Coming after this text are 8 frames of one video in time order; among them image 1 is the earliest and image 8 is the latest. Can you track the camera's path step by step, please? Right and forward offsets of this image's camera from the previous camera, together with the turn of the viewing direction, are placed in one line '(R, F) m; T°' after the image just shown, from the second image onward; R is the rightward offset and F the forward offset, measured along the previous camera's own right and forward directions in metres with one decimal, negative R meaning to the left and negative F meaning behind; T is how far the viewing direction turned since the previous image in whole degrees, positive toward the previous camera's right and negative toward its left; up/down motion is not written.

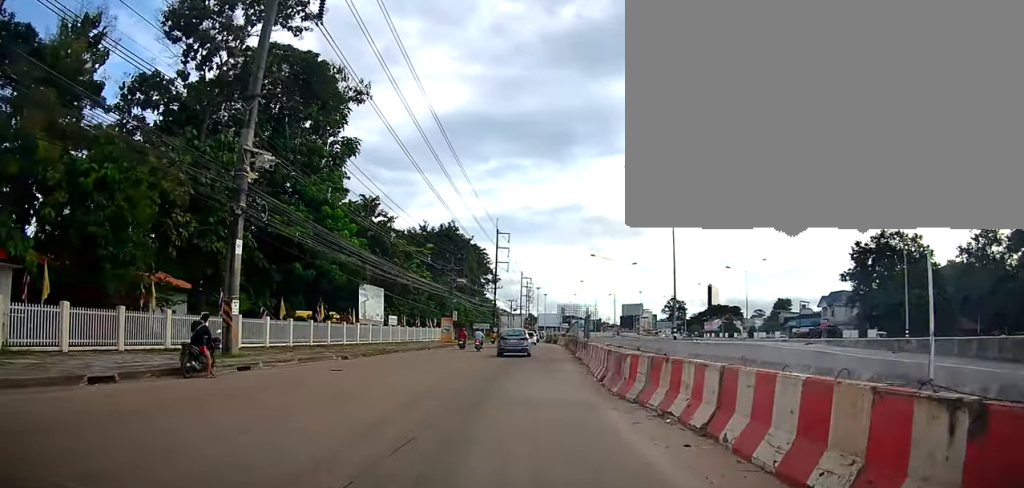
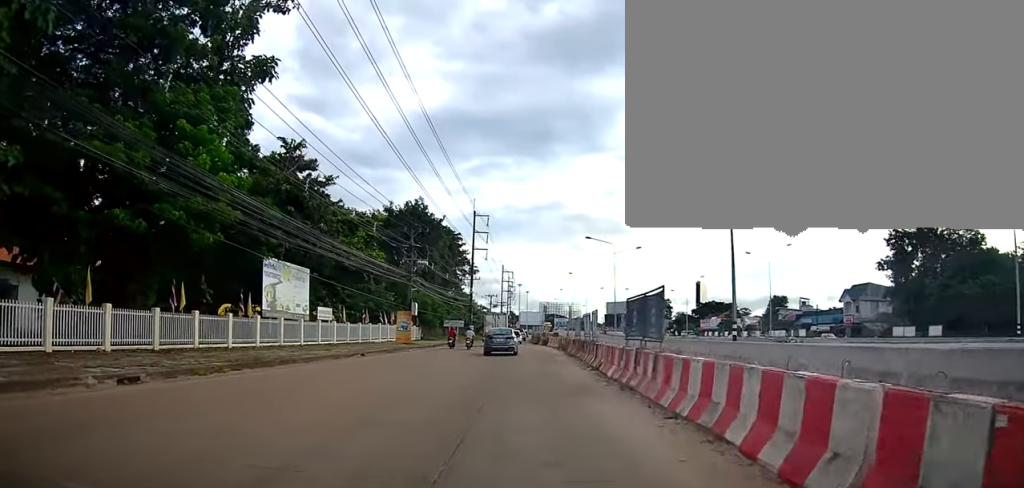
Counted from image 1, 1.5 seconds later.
(+0.7, +13.6) m; +4°
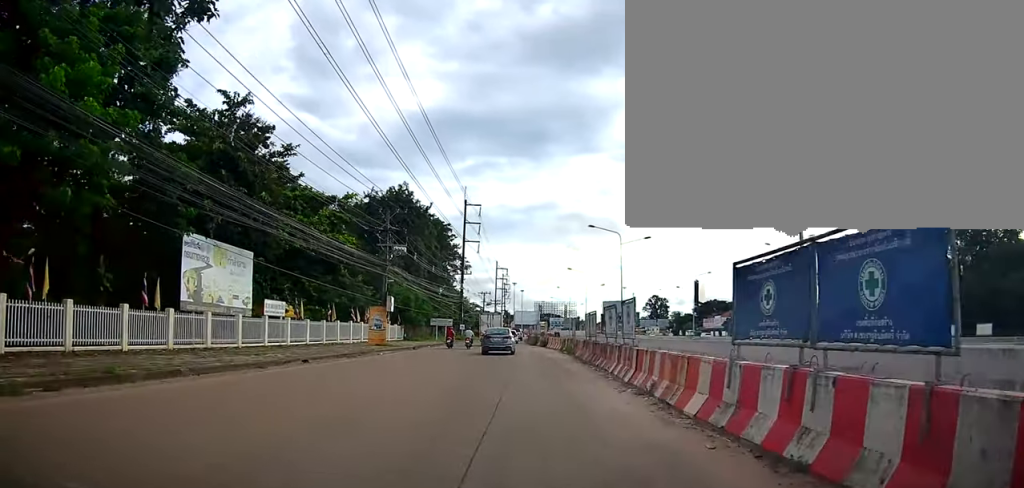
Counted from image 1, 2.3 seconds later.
(0.0, +7.2) m; 0°
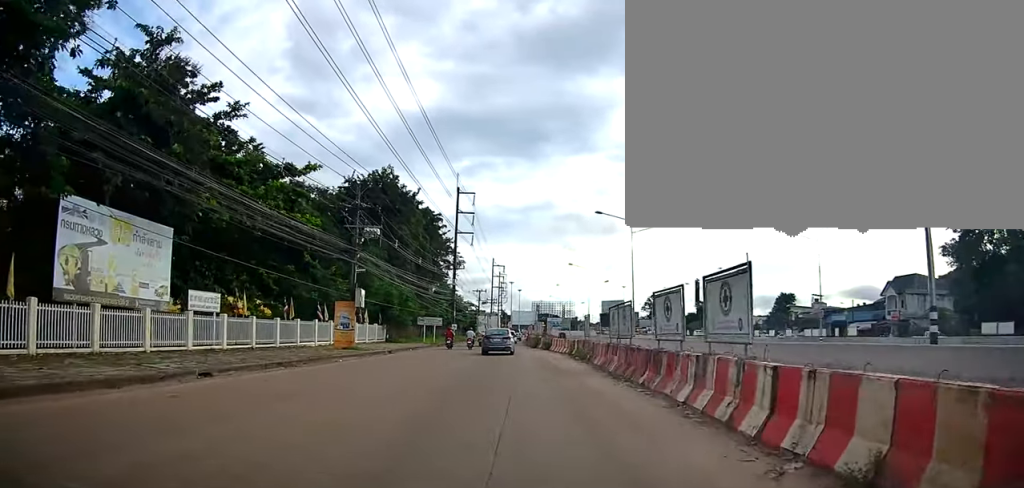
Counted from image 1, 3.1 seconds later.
(+0.1, +6.8) m; 0°
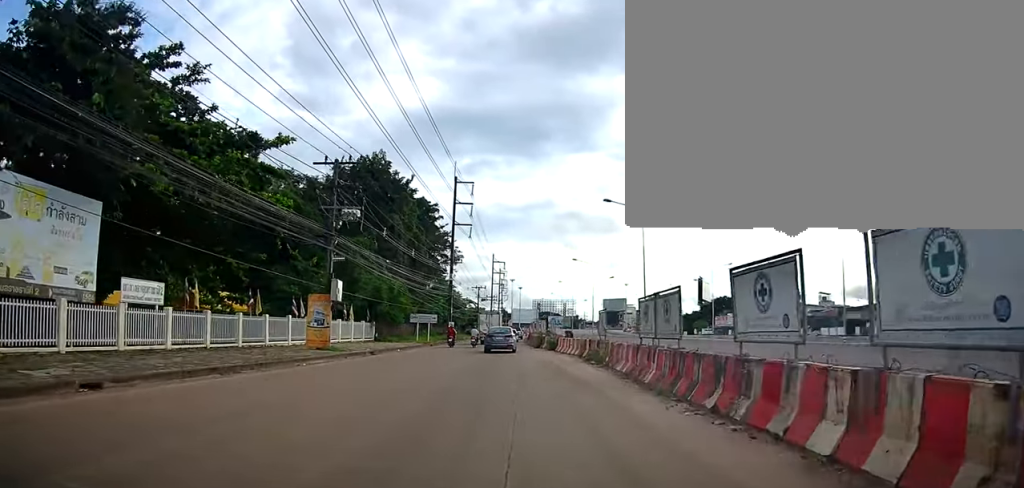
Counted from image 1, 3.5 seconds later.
(0.0, +4.3) m; 0°
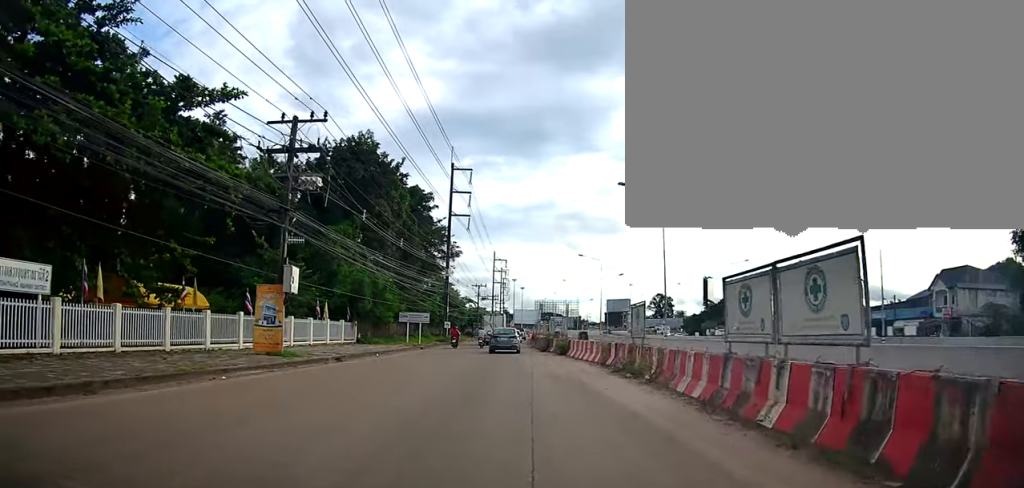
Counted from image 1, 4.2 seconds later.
(-0.1, +5.8) m; 0°
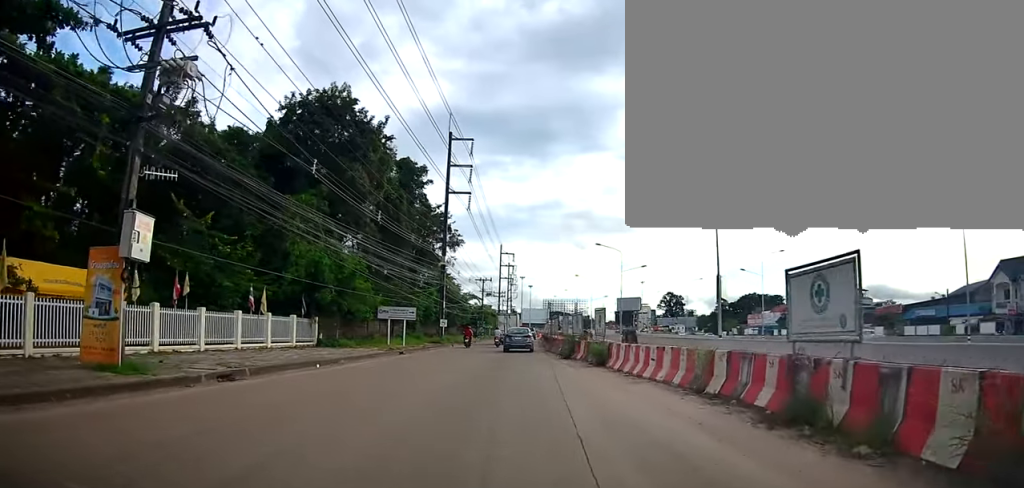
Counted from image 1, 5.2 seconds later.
(+0.1, +9.6) m; 0°
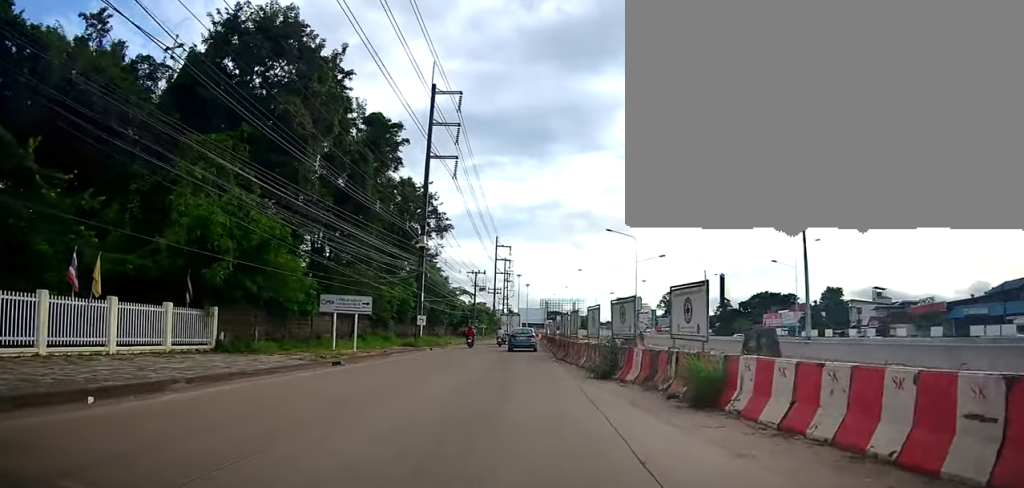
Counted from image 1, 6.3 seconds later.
(0.0, +10.4) m; +2°
